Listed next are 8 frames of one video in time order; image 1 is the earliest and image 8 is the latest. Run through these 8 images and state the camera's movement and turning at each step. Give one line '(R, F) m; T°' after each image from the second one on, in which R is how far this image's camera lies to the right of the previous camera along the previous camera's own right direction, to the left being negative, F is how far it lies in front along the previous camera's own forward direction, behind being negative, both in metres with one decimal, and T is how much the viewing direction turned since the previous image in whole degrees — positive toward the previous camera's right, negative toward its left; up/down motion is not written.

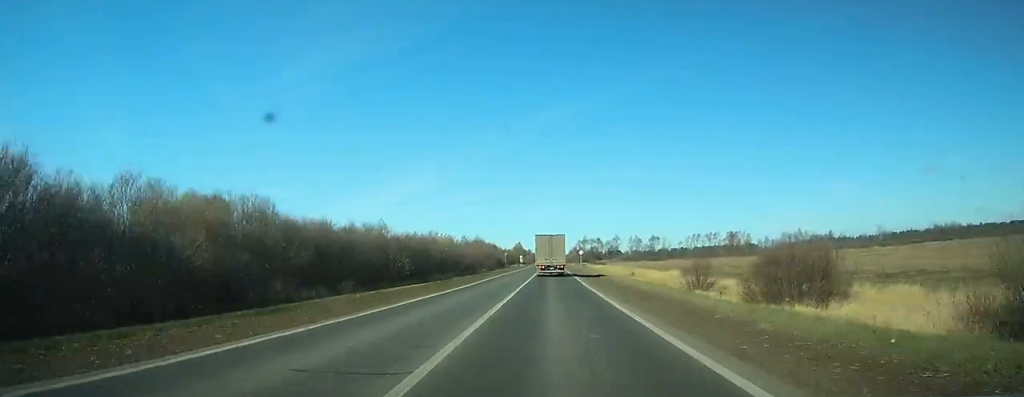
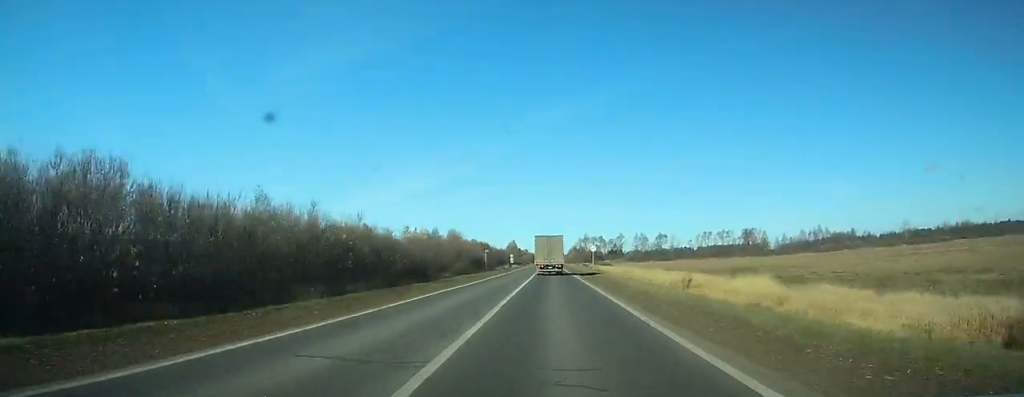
(+0.1, +33.9) m; 0°
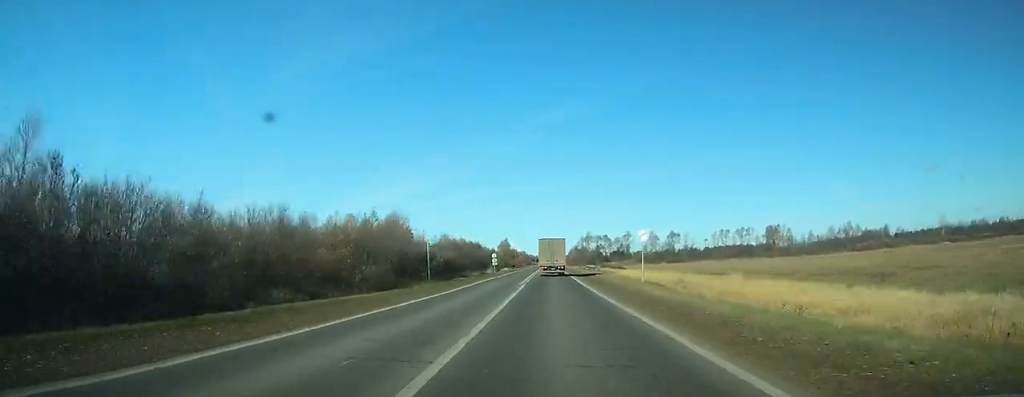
(+0.1, +39.3) m; 0°
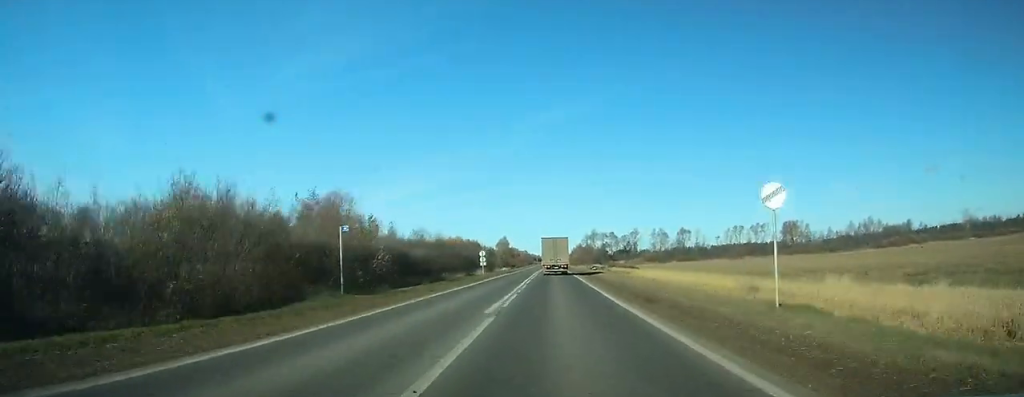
(-0.2, +19.2) m; 0°
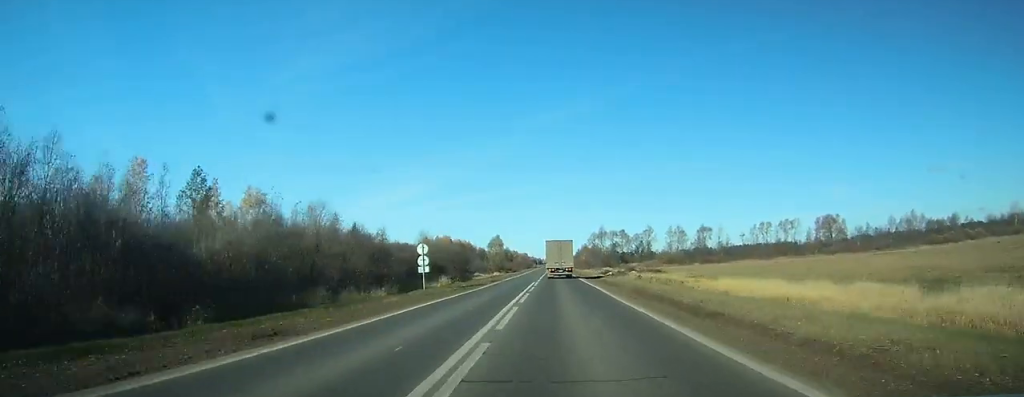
(0.0, +35.2) m; 0°
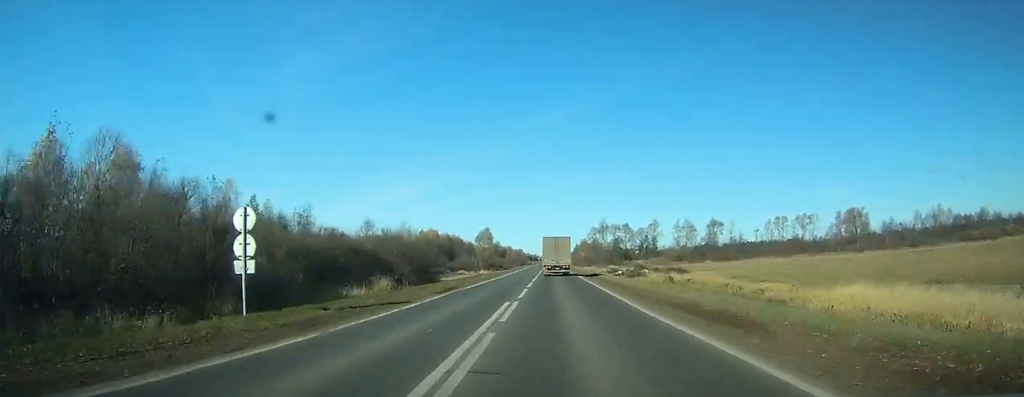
(+0.1, +21.8) m; 0°
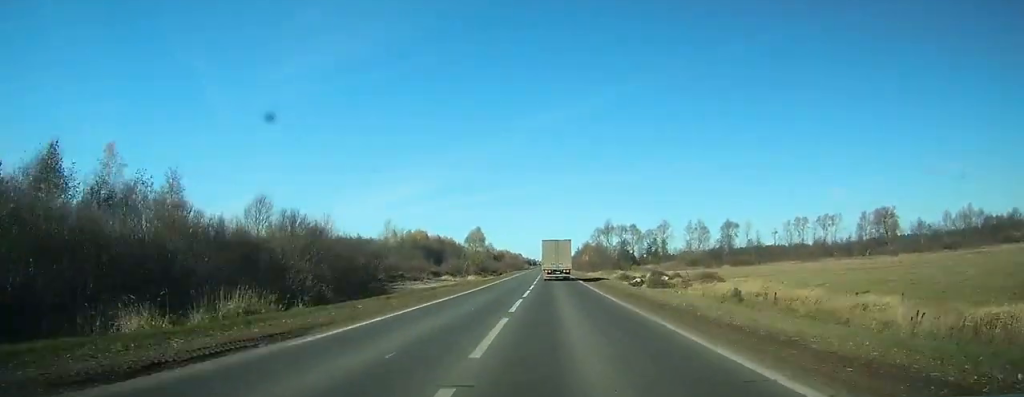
(0.0, +21.0) m; 0°
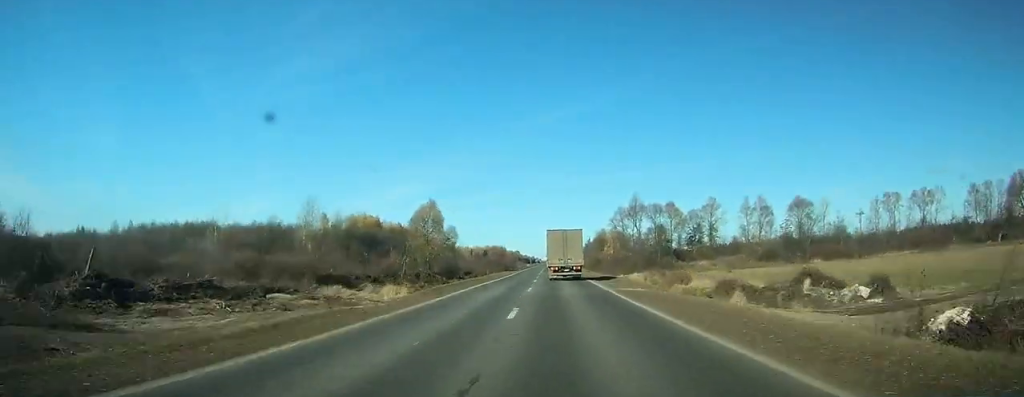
(0.0, +64.7) m; 0°
